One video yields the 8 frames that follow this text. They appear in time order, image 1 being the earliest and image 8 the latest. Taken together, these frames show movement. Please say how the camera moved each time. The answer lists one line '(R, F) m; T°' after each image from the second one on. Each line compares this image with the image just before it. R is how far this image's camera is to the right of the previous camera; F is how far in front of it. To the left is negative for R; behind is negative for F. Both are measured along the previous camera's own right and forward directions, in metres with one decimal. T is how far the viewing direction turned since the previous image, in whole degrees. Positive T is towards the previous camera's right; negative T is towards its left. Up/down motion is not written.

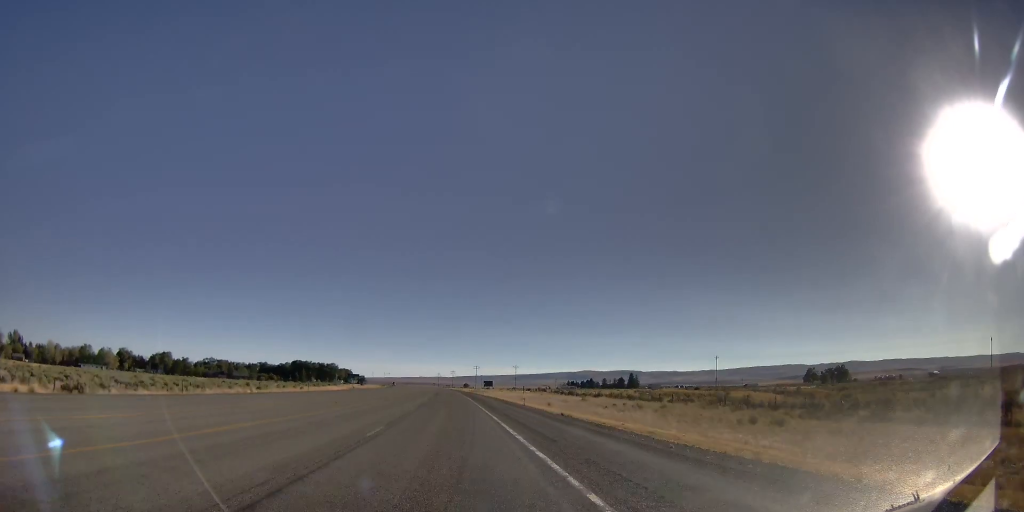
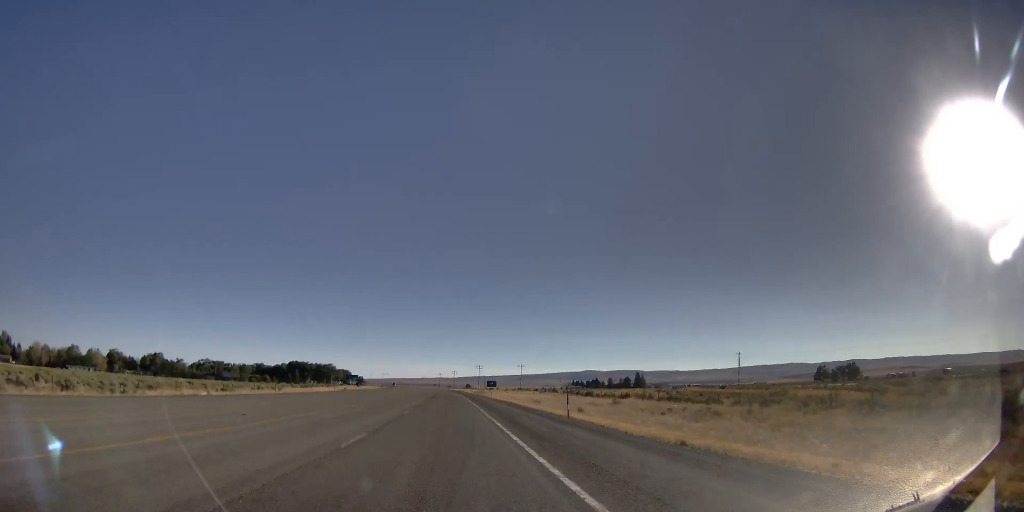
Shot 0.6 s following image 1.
(0.0, +18.0) m; 0°
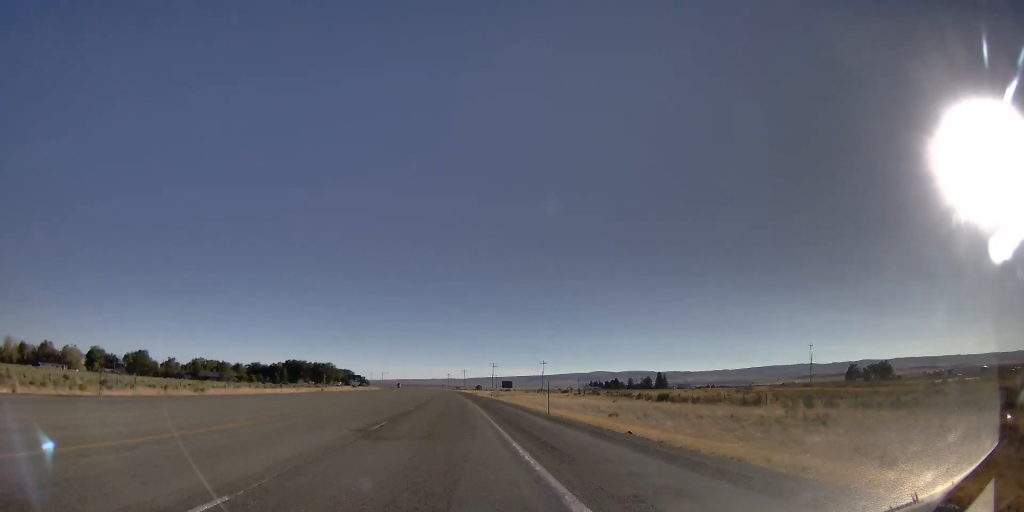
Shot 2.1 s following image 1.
(+0.7, +41.1) m; +2°
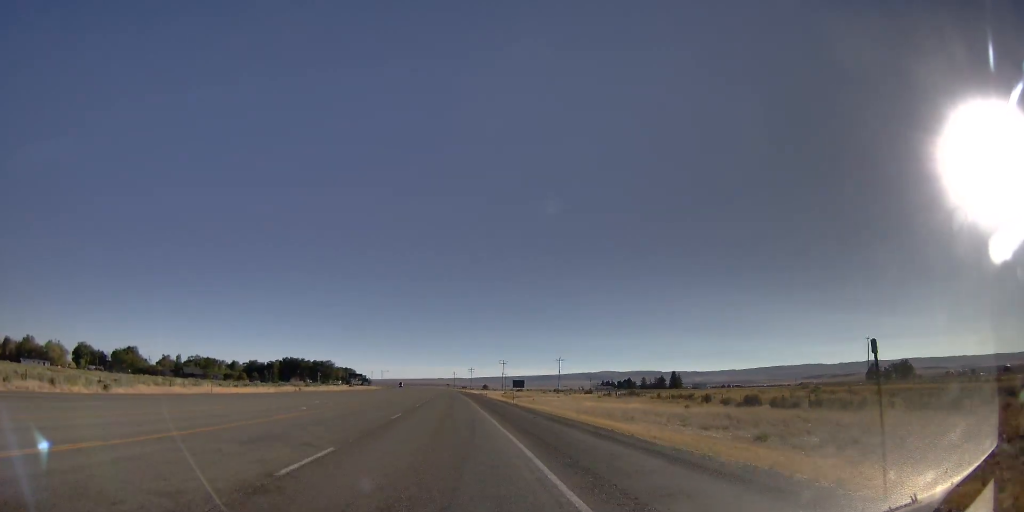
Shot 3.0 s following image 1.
(+0.1, +24.9) m; +1°
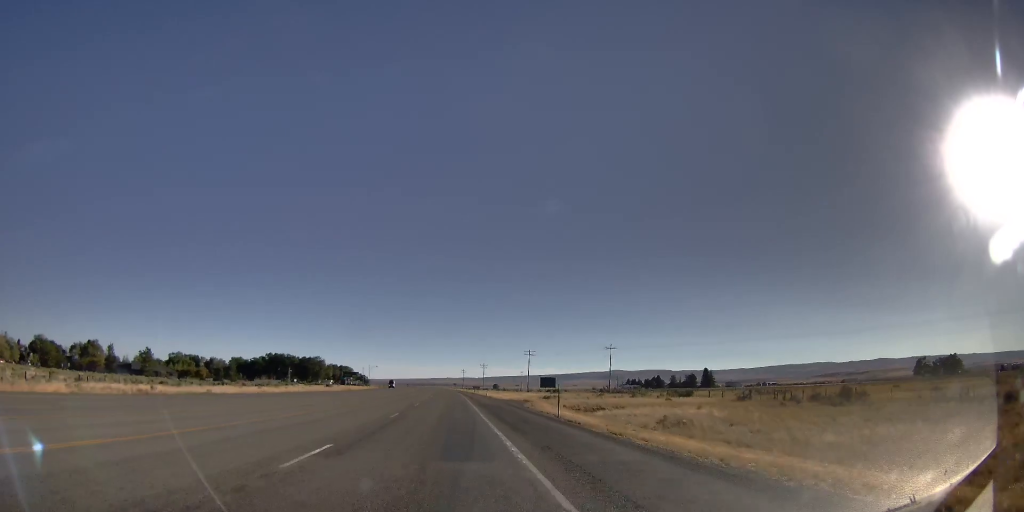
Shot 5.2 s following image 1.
(+1.2, +60.9) m; +2°
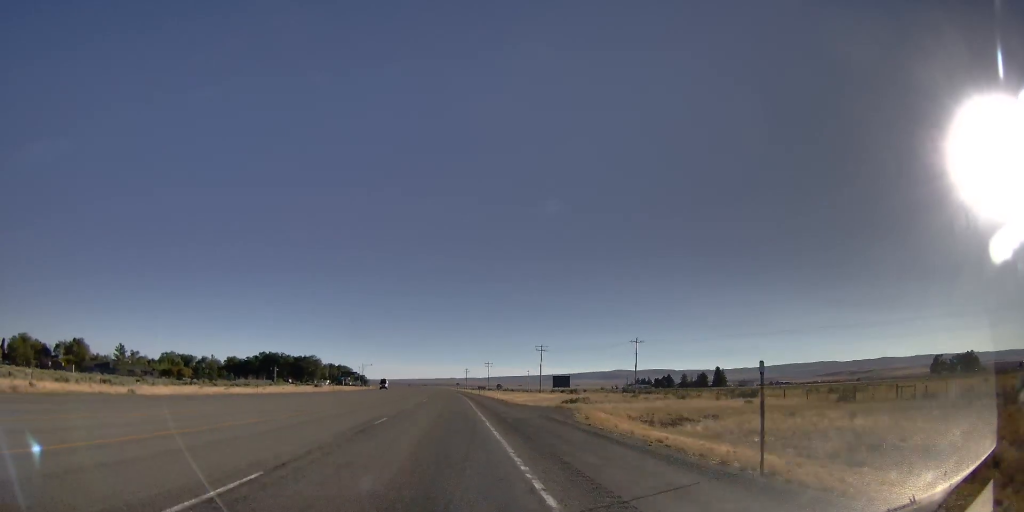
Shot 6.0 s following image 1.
(+0.1, +19.8) m; 0°
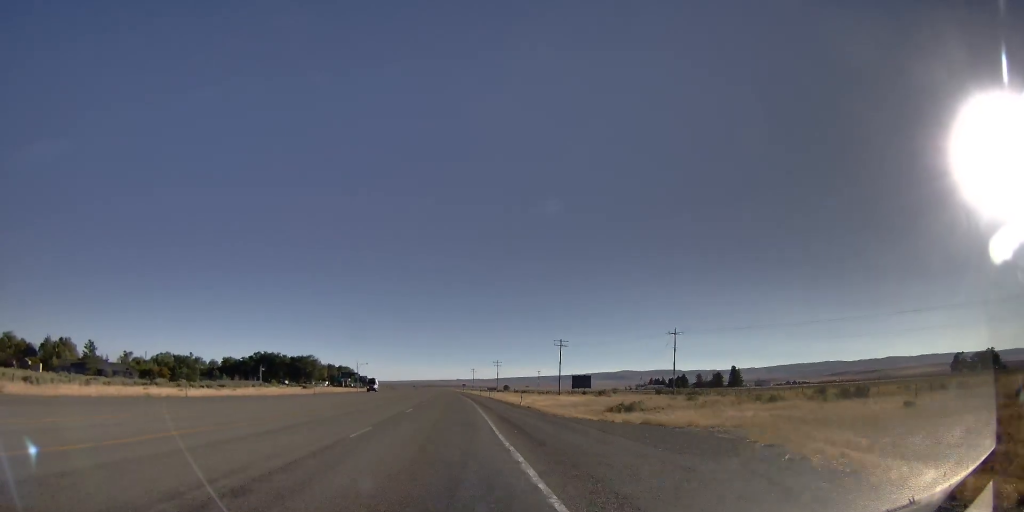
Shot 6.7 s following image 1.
(0.0, +20.7) m; 0°
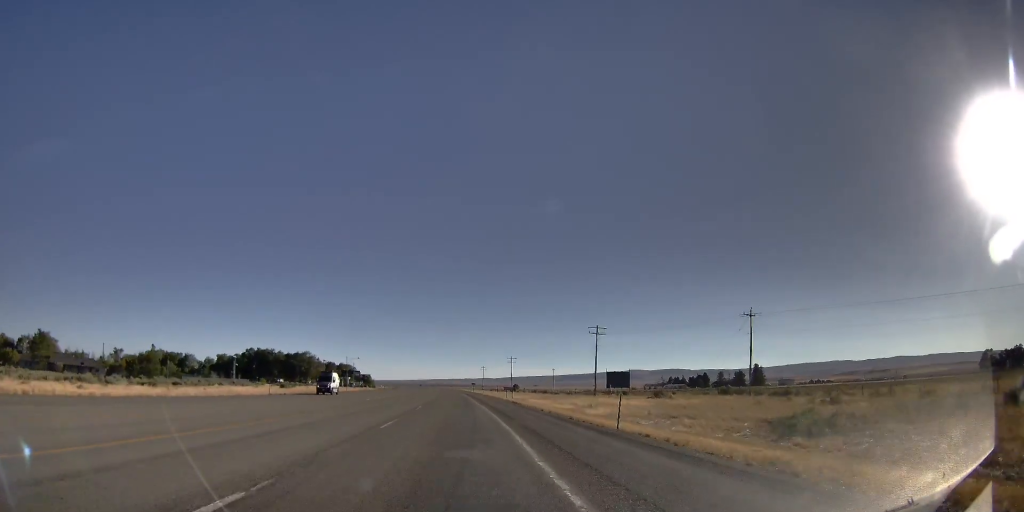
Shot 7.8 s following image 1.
(-0.2, +27.6) m; 0°
